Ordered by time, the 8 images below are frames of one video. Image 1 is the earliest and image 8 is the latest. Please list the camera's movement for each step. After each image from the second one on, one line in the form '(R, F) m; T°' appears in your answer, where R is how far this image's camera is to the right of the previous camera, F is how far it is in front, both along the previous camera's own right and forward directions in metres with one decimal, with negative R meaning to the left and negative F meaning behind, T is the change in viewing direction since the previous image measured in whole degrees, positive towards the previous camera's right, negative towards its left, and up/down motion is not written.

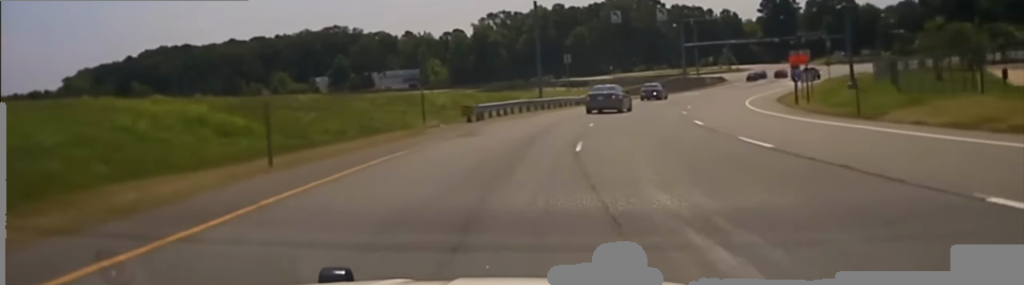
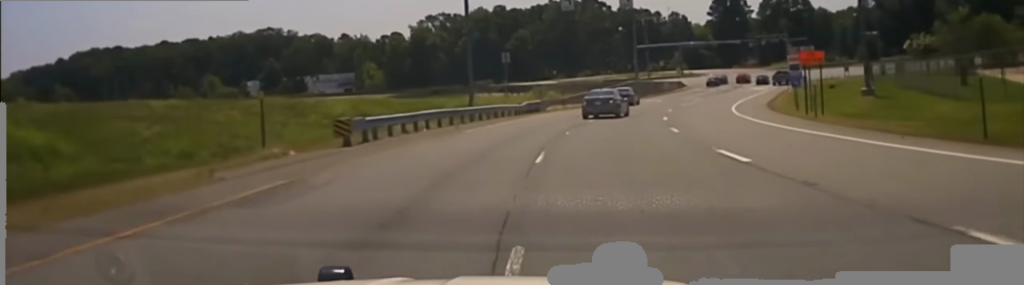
(+0.2, +13.4) m; +3°
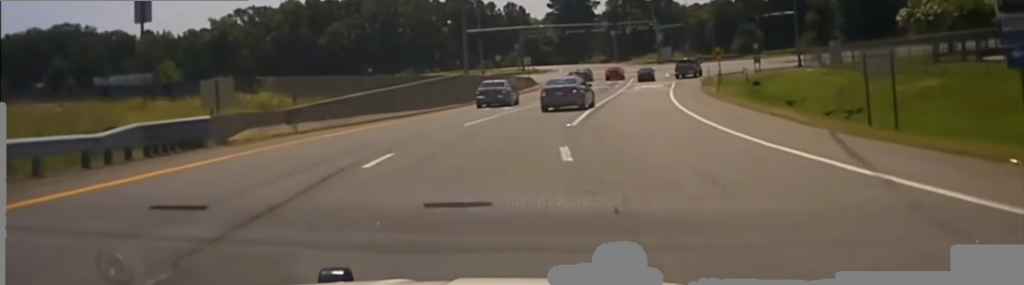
(+3.0, +32.9) m; +10°
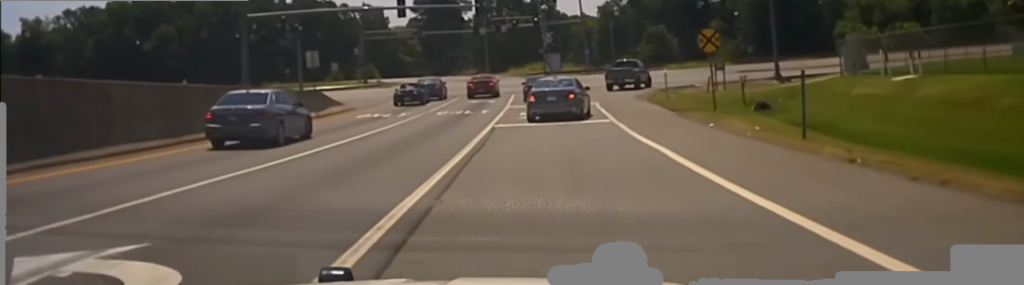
(+2.2, +31.2) m; +7°
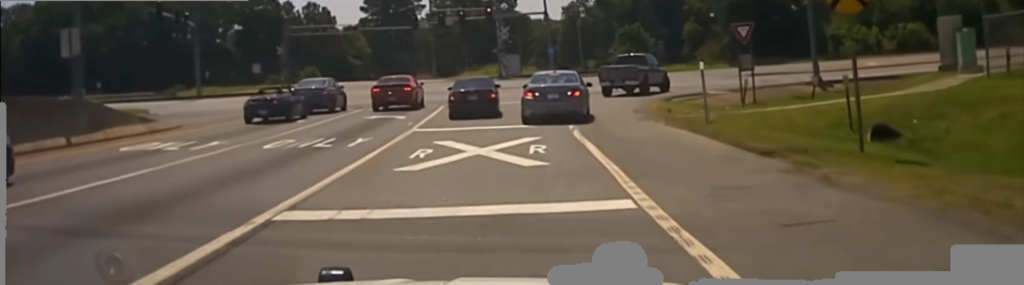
(+0.7, +18.0) m; +3°
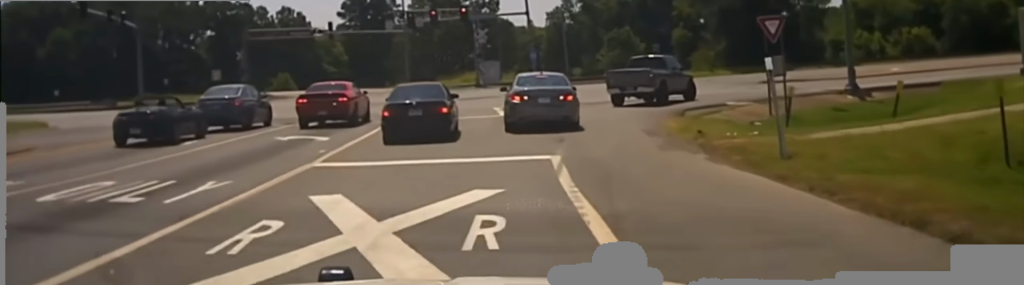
(+0.2, +7.9) m; +1°
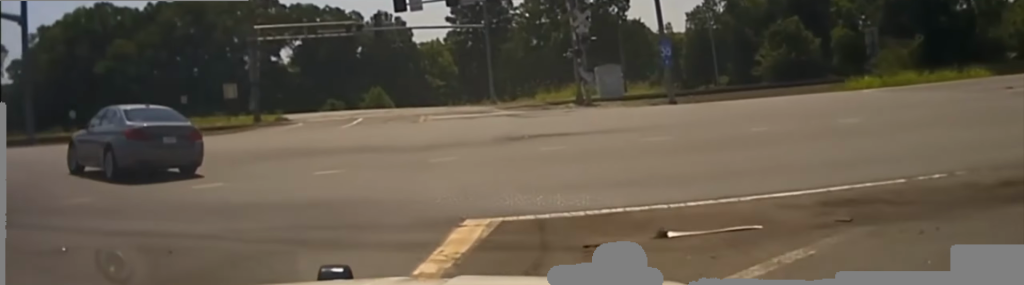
(-1.5, +29.9) m; -16°
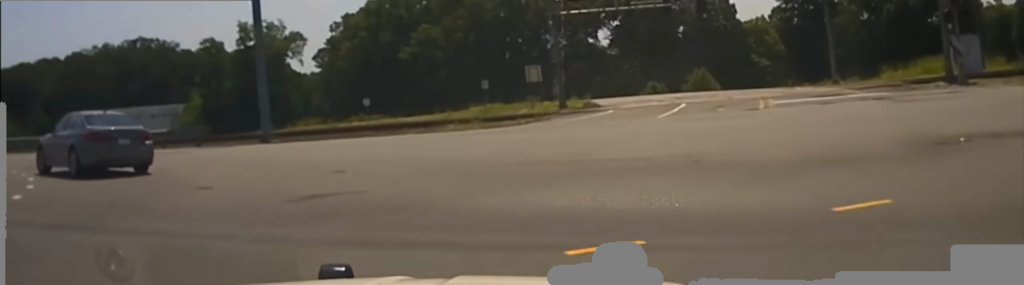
(-1.6, +10.0) m; -17°
